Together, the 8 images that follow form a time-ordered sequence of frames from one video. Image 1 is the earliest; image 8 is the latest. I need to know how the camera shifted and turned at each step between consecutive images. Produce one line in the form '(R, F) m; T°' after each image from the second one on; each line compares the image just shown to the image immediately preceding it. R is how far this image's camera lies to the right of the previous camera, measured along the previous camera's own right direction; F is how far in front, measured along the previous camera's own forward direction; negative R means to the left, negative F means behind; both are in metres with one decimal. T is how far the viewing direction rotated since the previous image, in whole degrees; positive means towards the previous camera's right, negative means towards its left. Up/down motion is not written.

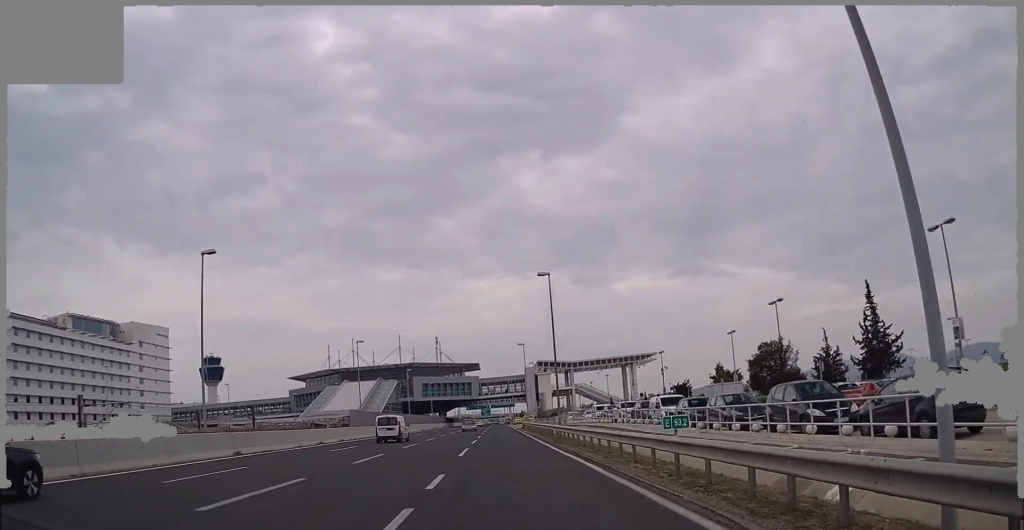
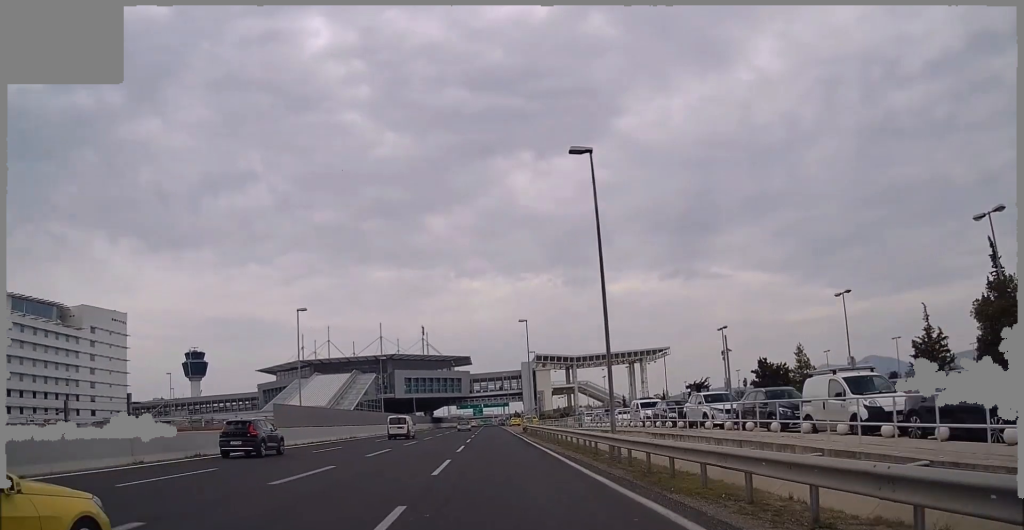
(-0.1, +20.1) m; 0°
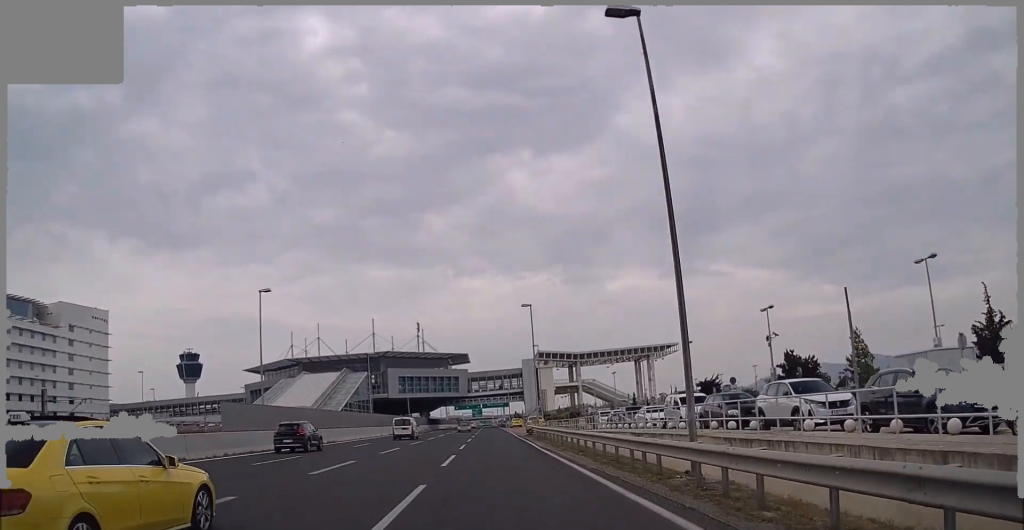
(+0.1, +8.4) m; +1°
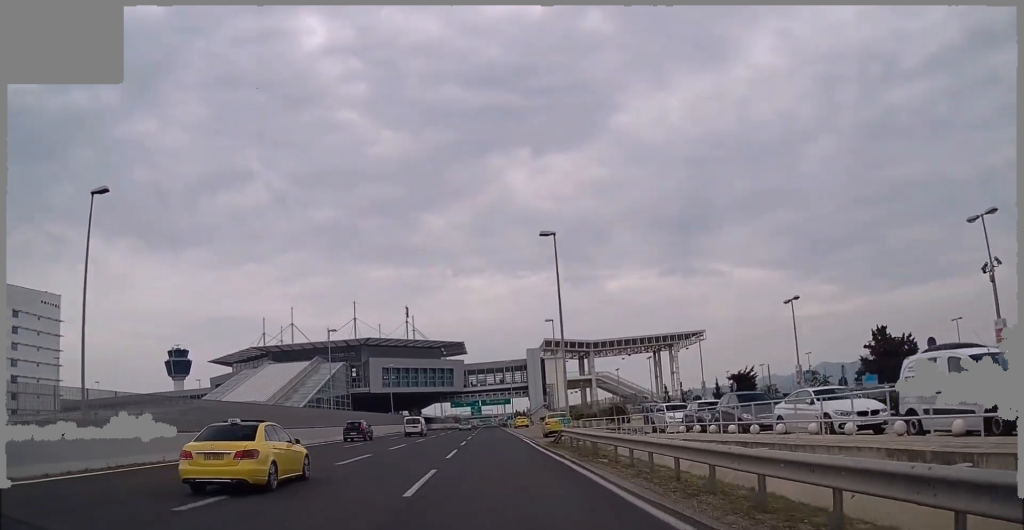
(+0.2, +19.7) m; +1°
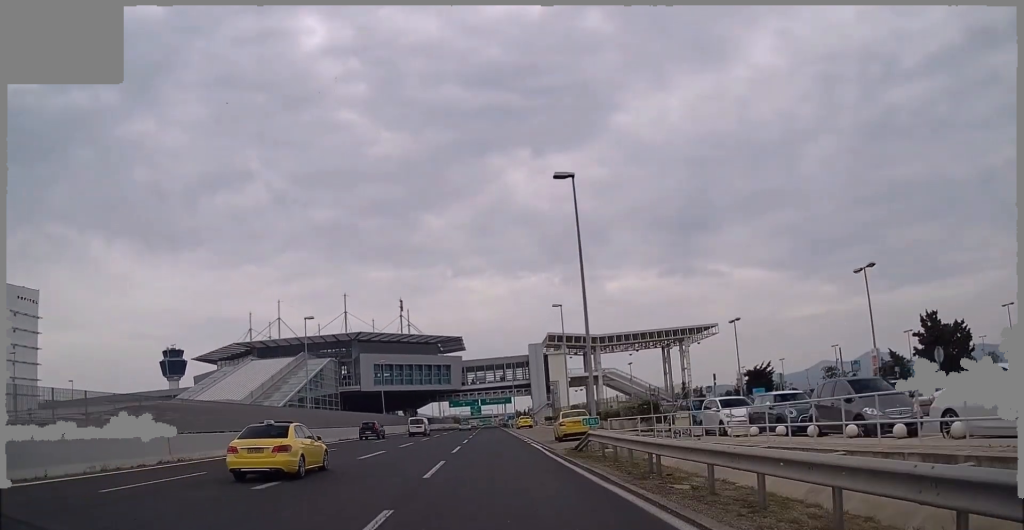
(0.0, +8.0) m; 0°
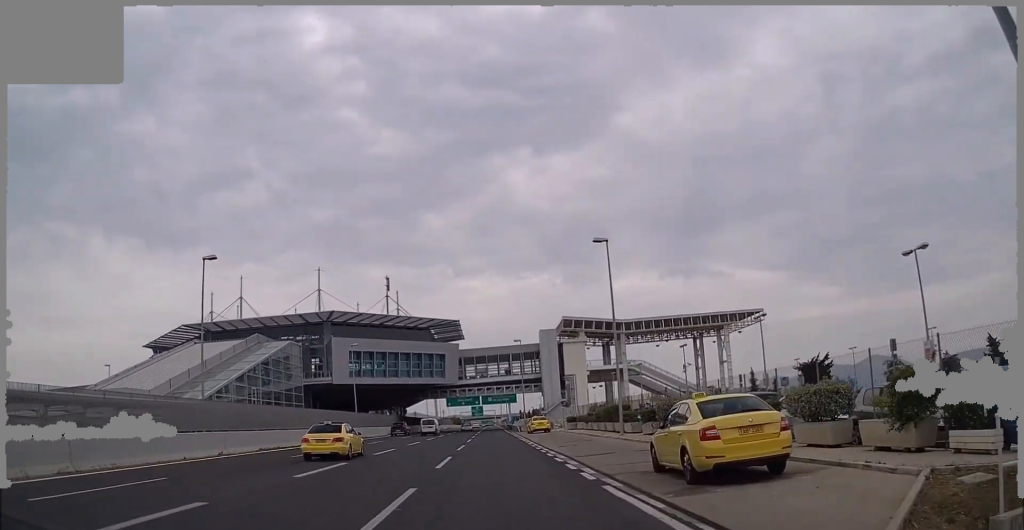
(-0.1, +20.7) m; 0°
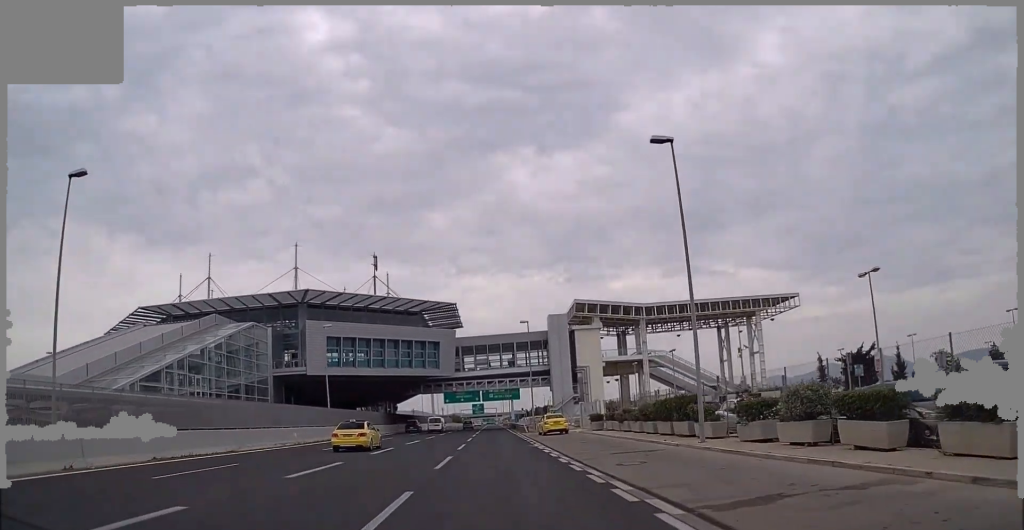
(0.0, +12.7) m; 0°
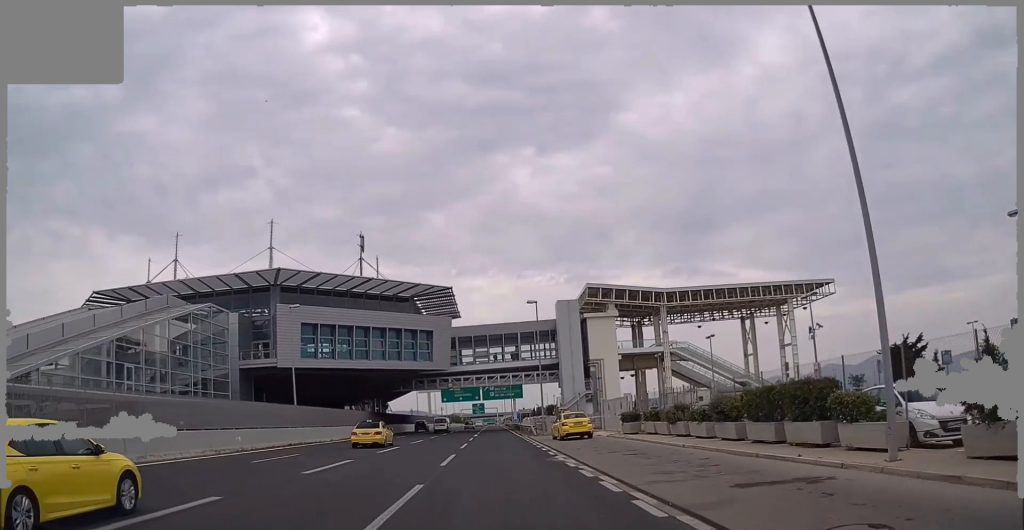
(+0.1, +10.5) m; 0°
